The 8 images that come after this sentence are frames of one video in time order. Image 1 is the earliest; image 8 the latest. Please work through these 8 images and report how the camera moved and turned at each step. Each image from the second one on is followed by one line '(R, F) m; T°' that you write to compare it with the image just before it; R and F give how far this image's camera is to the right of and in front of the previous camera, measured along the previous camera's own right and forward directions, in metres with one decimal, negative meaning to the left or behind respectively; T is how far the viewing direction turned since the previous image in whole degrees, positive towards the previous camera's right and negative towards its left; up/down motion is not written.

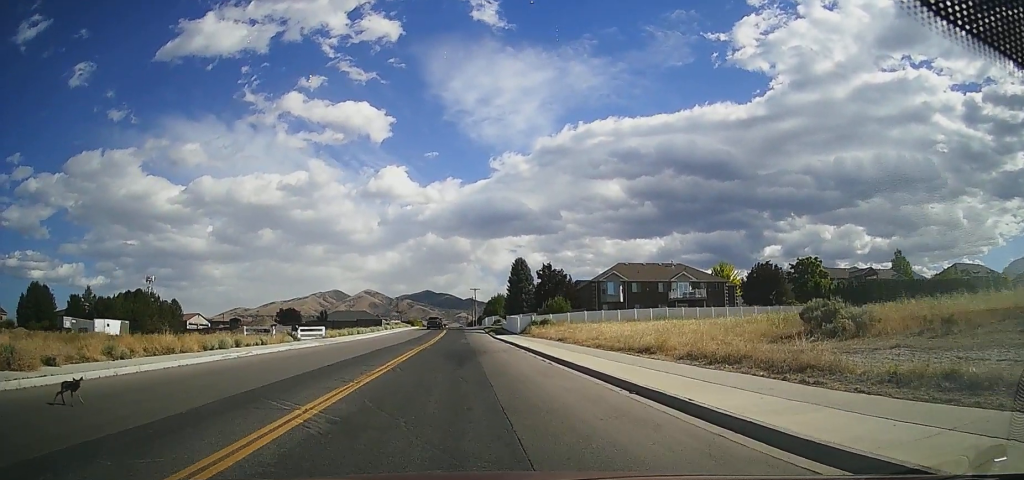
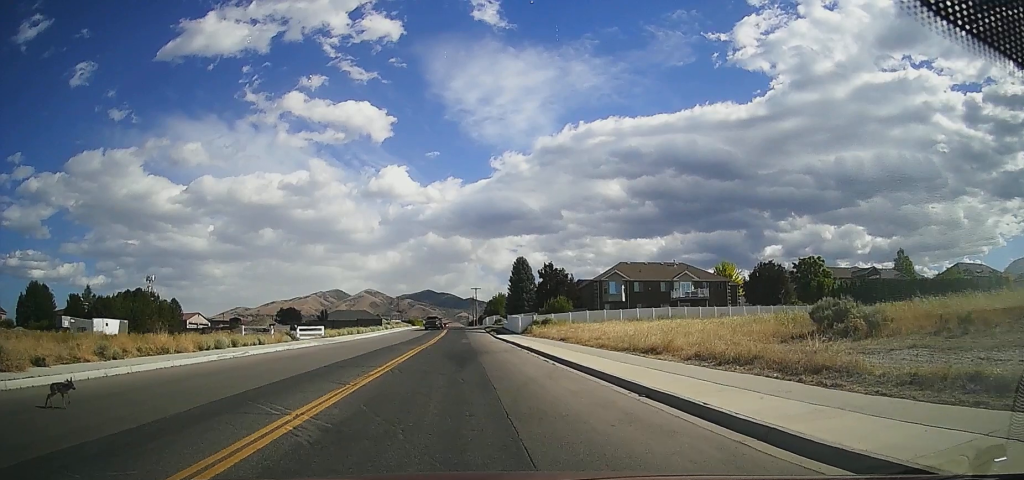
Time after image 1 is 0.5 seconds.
(0.0, +0.8) m; 0°
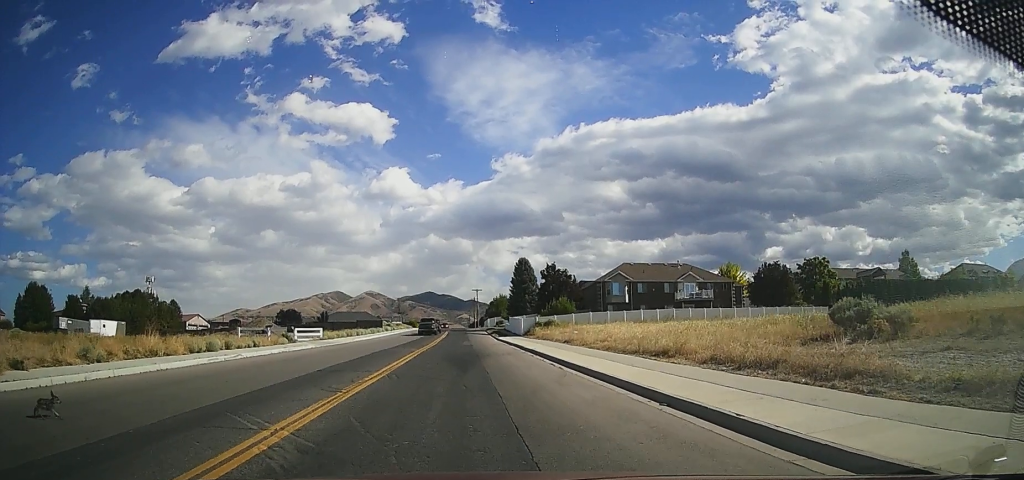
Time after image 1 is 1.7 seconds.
(0.0, +1.5) m; 0°
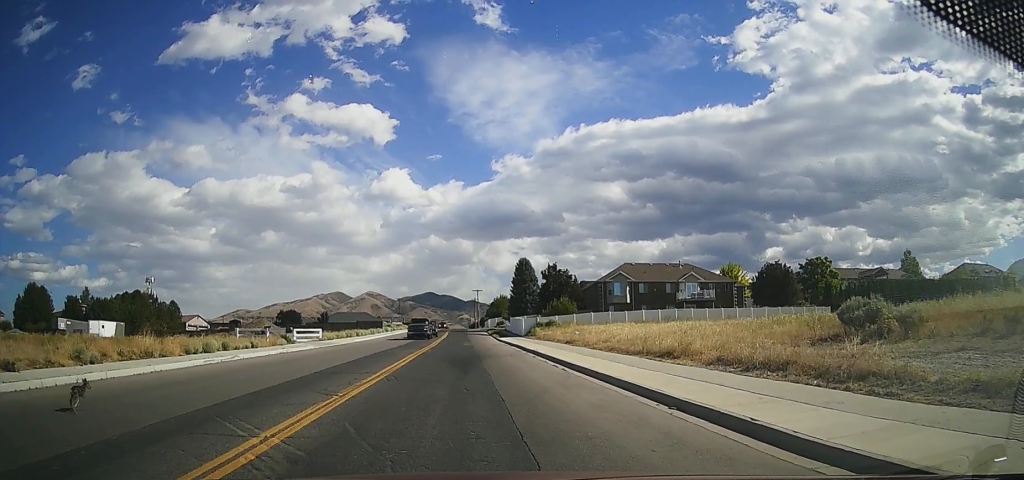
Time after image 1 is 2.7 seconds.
(0.0, +0.9) m; 0°
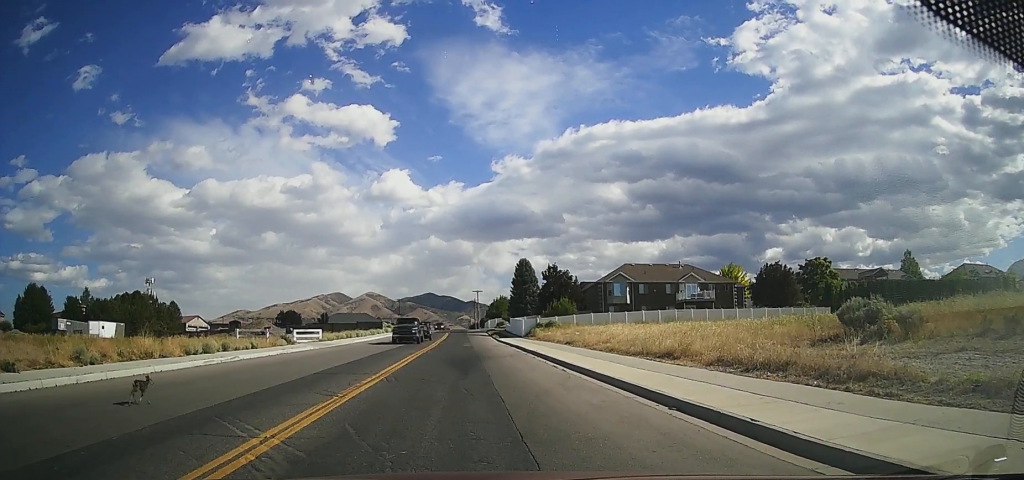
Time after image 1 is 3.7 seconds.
(0.0, +0.3) m; 0°
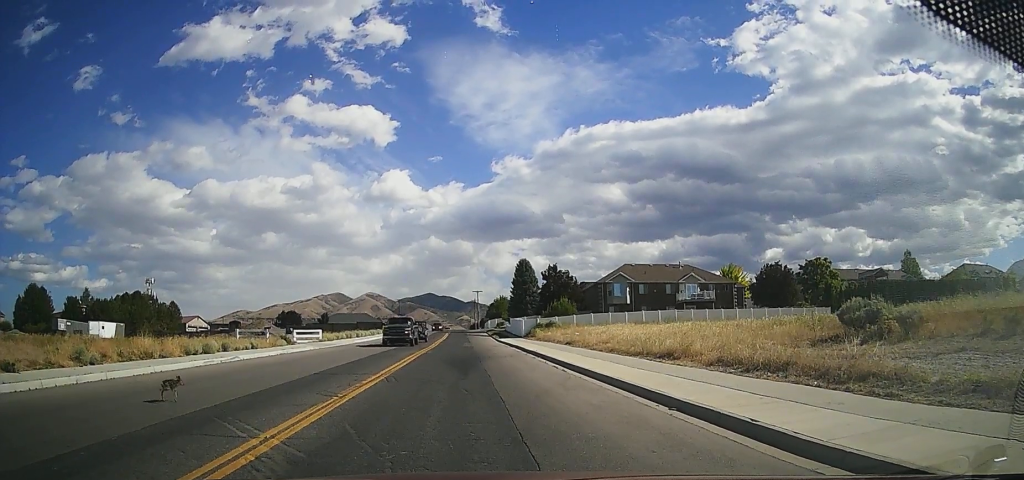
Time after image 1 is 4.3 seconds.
(0.0, 0.0) m; 0°
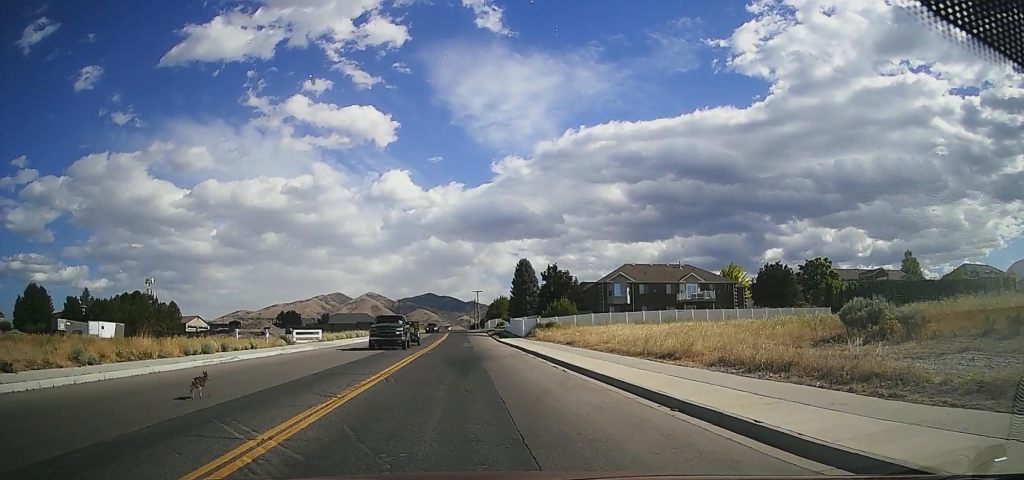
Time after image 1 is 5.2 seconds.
(0.0, 0.0) m; 0°
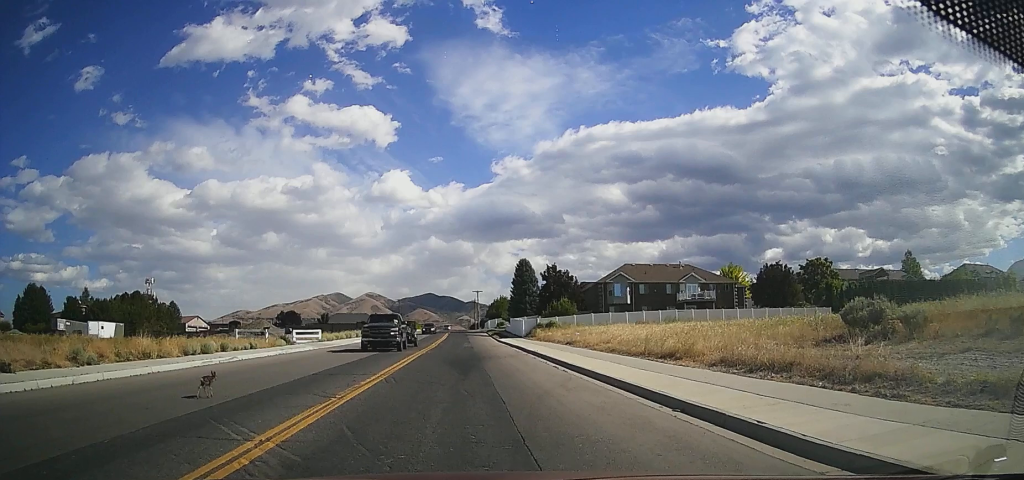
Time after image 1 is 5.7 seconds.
(0.0, 0.0) m; 0°
